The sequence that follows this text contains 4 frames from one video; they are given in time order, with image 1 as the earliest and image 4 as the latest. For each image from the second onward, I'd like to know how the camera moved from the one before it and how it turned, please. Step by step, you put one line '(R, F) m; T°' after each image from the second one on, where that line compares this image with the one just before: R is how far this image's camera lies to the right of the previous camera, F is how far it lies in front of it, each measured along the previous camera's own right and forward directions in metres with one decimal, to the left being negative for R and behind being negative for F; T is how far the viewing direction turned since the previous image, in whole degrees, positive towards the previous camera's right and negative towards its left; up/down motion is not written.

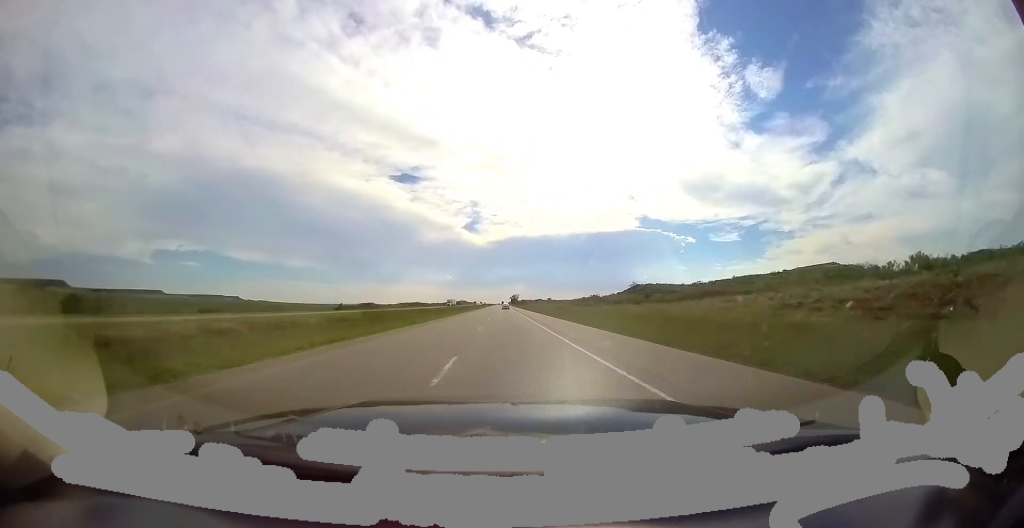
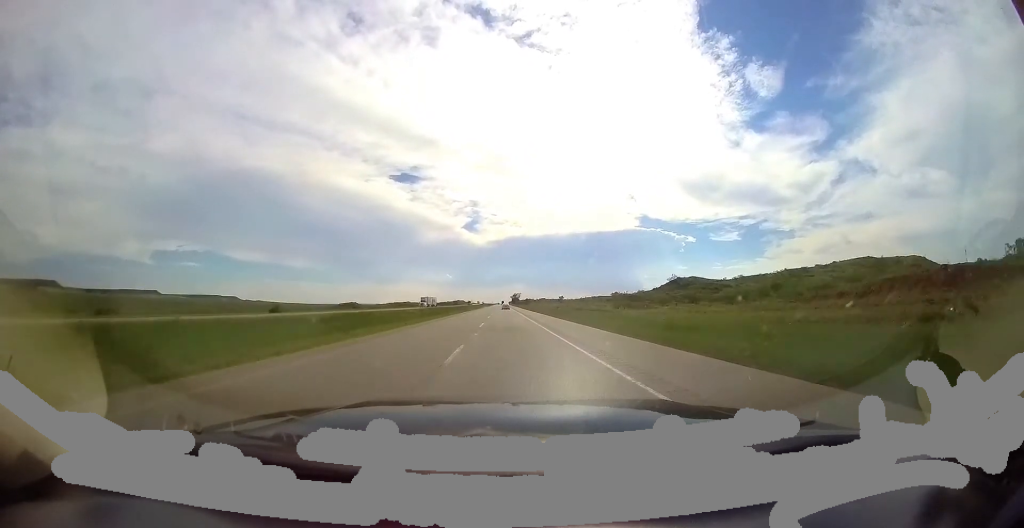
(-0.3, +34.6) m; 0°
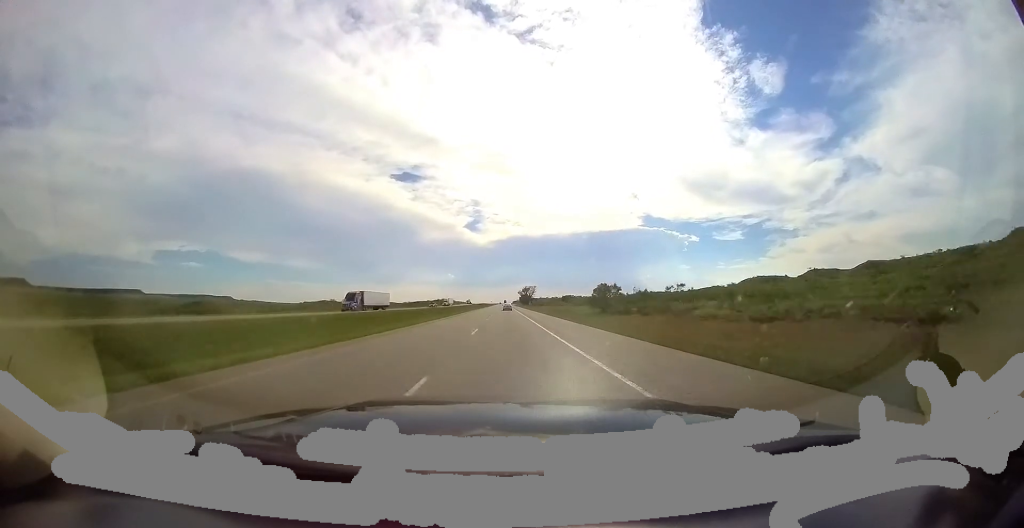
(+1.2, +139.2) m; 0°
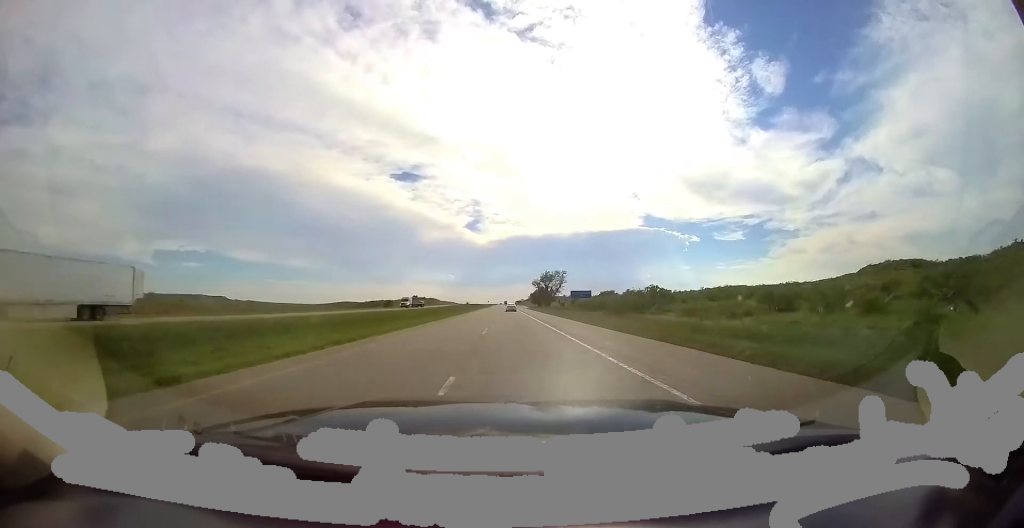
(-0.7, +97.2) m; 0°
